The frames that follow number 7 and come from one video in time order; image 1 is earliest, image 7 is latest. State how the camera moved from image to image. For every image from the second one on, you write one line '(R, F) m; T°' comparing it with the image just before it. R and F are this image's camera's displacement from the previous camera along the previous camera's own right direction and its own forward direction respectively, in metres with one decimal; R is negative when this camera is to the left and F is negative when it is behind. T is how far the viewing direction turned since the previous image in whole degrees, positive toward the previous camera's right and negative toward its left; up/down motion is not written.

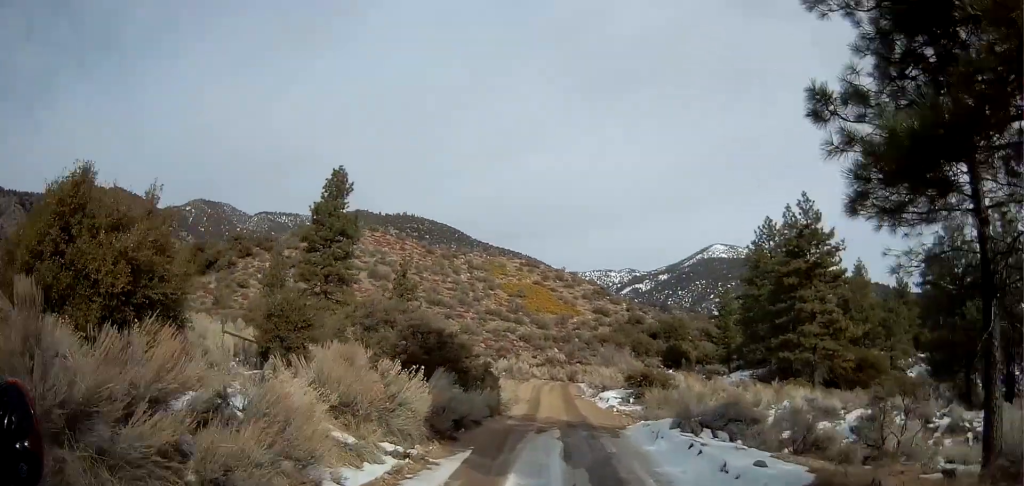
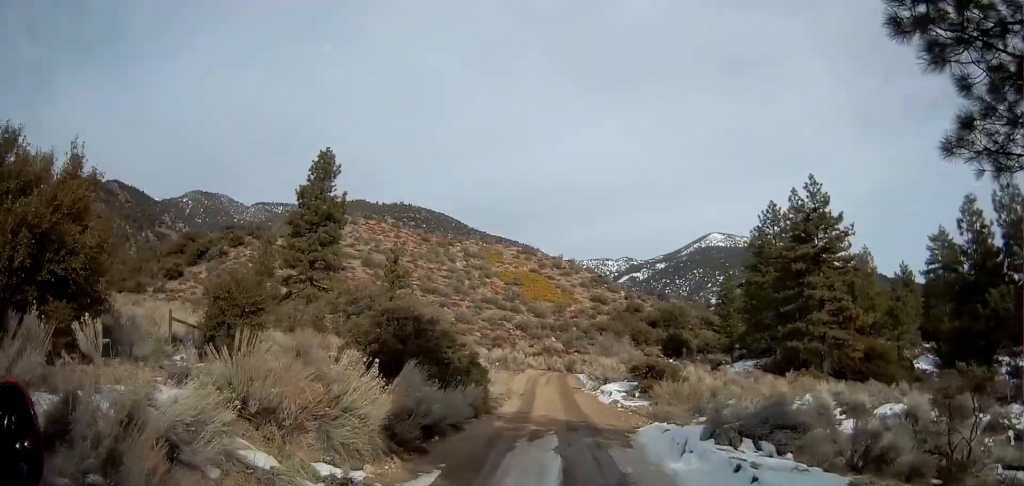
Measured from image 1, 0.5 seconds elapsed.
(0.0, +2.9) m; 0°
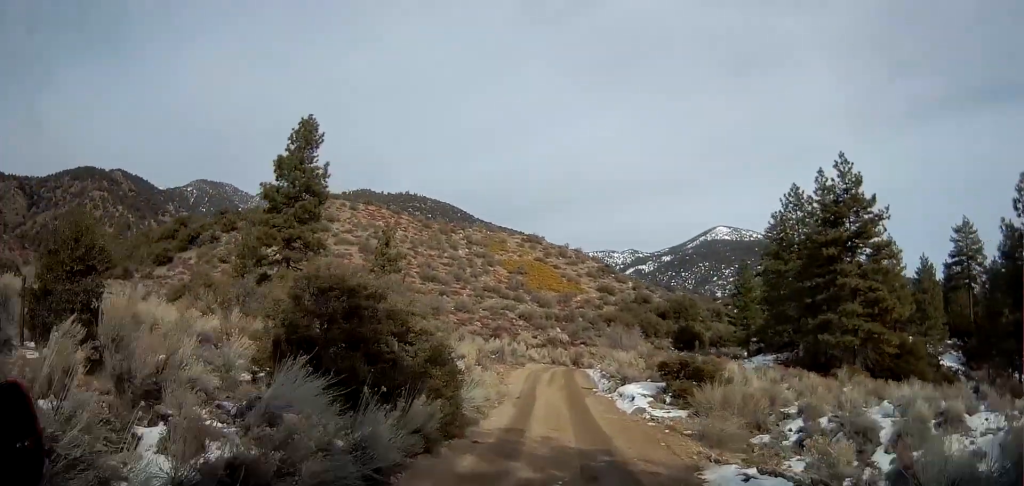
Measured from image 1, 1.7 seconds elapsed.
(0.0, +6.3) m; -1°
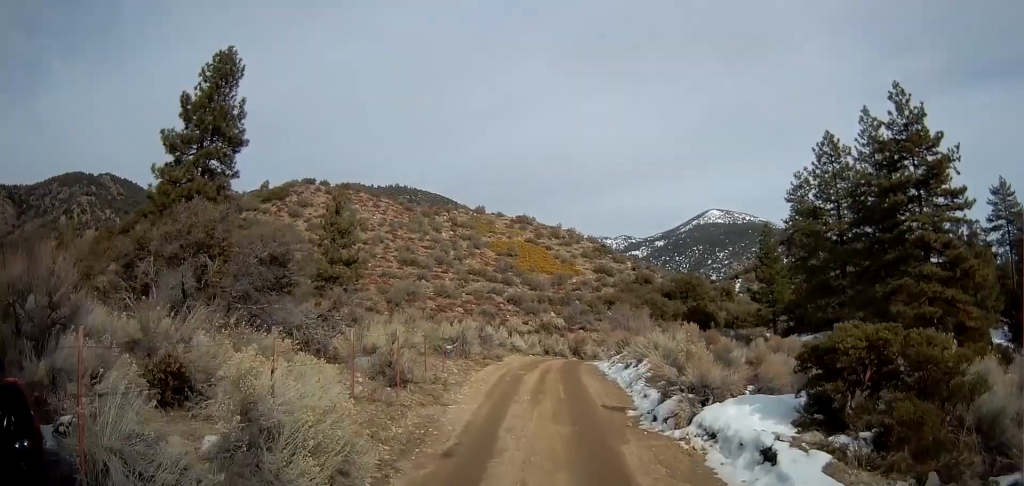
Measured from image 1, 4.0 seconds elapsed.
(-0.3, +13.2) m; -1°
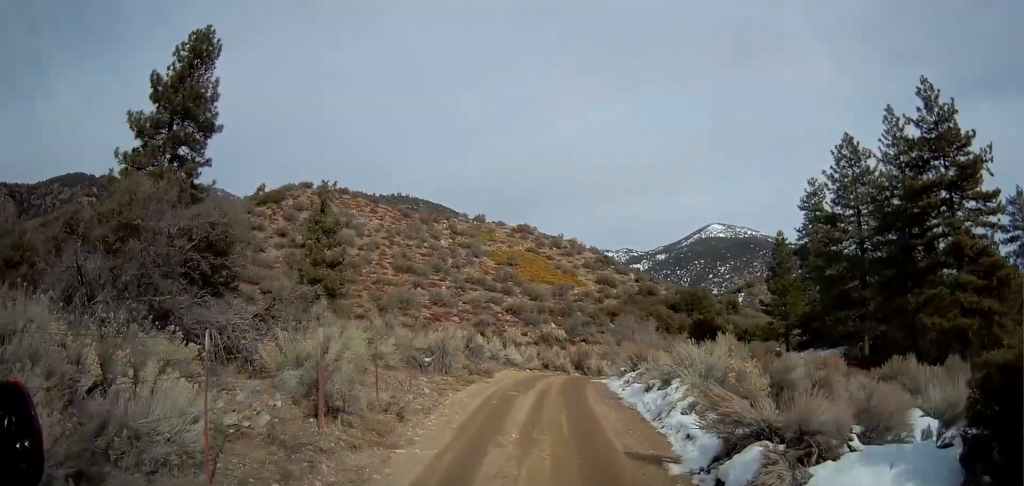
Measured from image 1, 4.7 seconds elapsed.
(0.0, +4.1) m; 0°
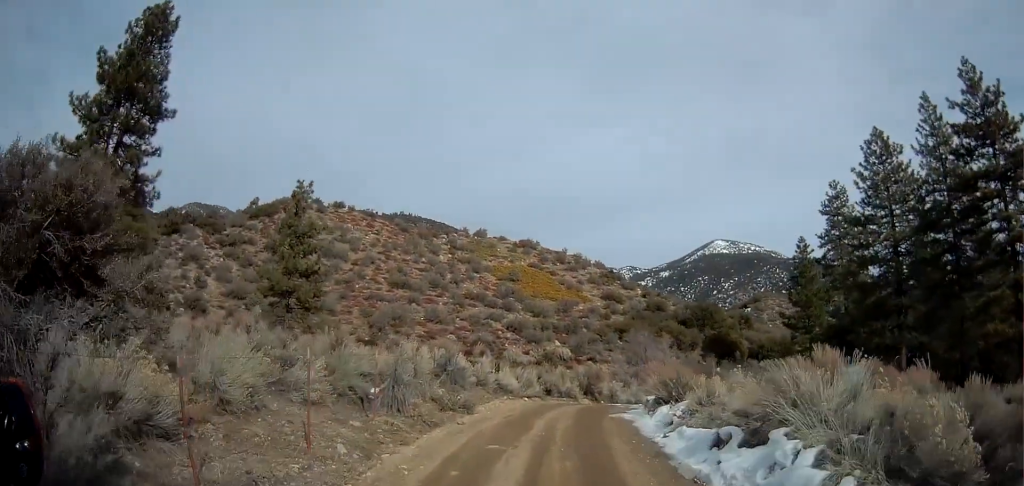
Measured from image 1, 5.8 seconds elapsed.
(0.0, +6.1) m; +2°
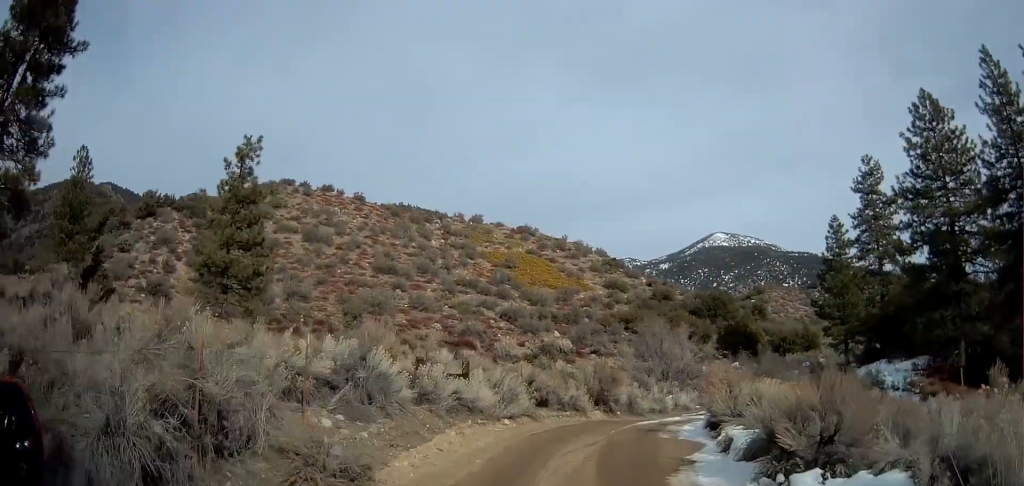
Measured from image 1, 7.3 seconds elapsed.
(+0.4, +9.2) m; +2°
